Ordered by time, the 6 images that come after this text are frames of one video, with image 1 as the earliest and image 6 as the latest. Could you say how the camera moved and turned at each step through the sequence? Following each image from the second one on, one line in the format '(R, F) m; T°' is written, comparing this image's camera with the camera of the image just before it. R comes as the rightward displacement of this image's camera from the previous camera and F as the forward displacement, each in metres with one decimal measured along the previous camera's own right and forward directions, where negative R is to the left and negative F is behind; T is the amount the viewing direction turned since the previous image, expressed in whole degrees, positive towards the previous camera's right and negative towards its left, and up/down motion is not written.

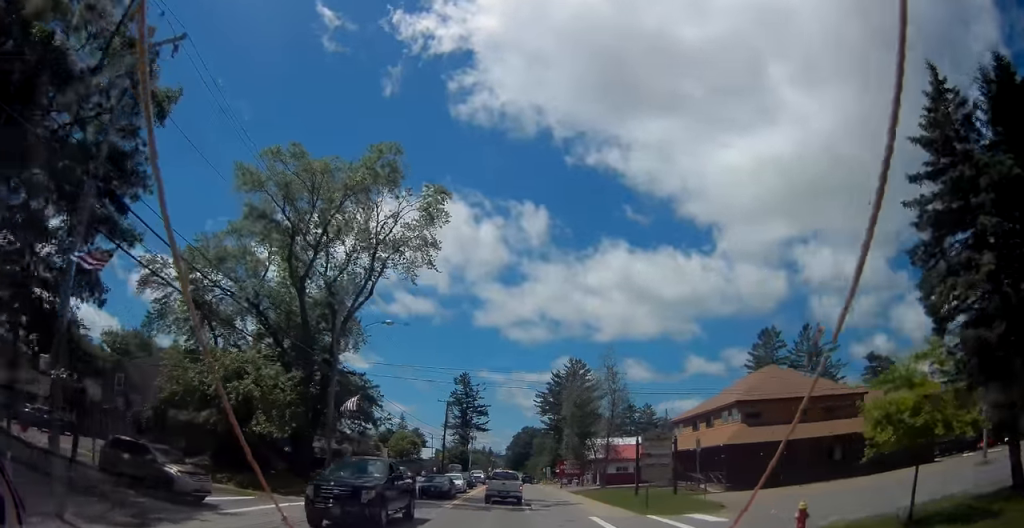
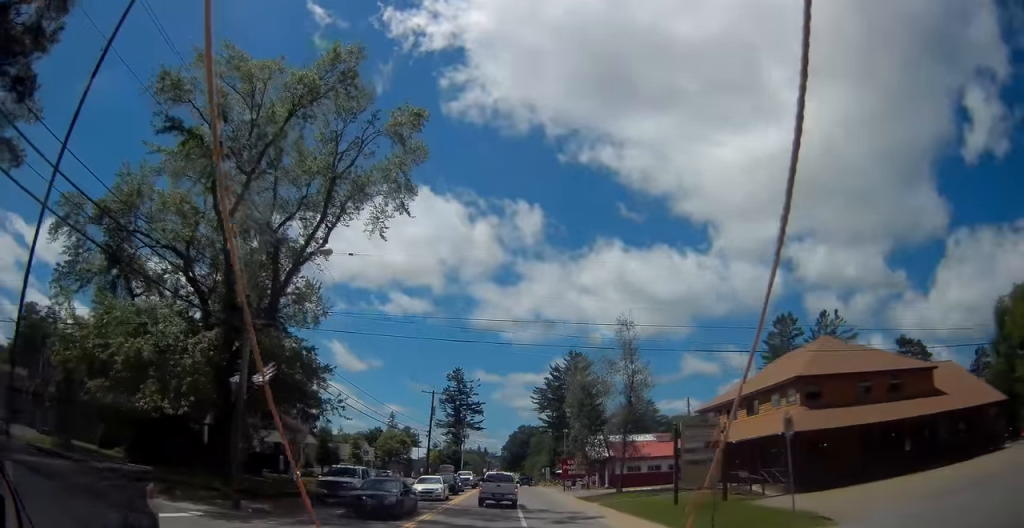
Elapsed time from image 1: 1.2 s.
(+0.2, +9.7) m; 0°
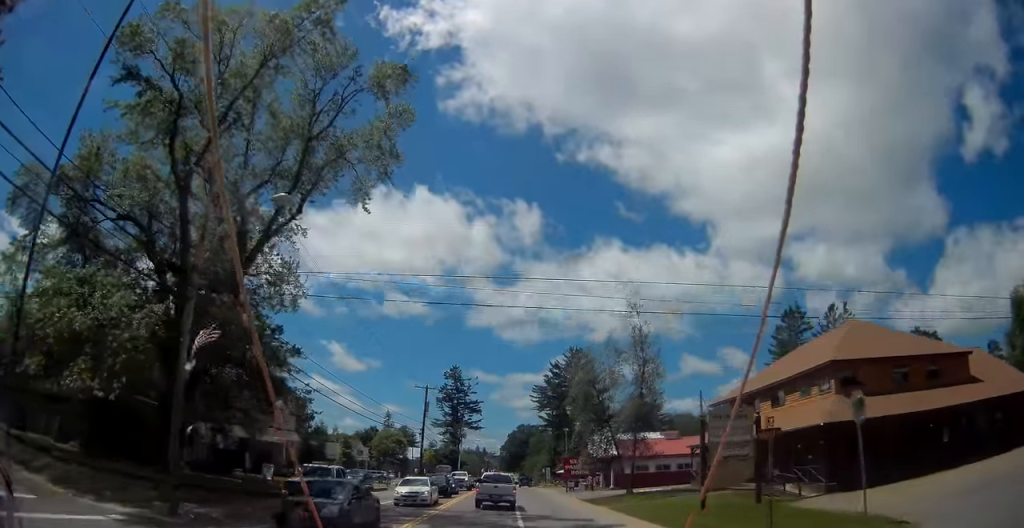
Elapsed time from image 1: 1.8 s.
(-0.1, +4.0) m; -1°
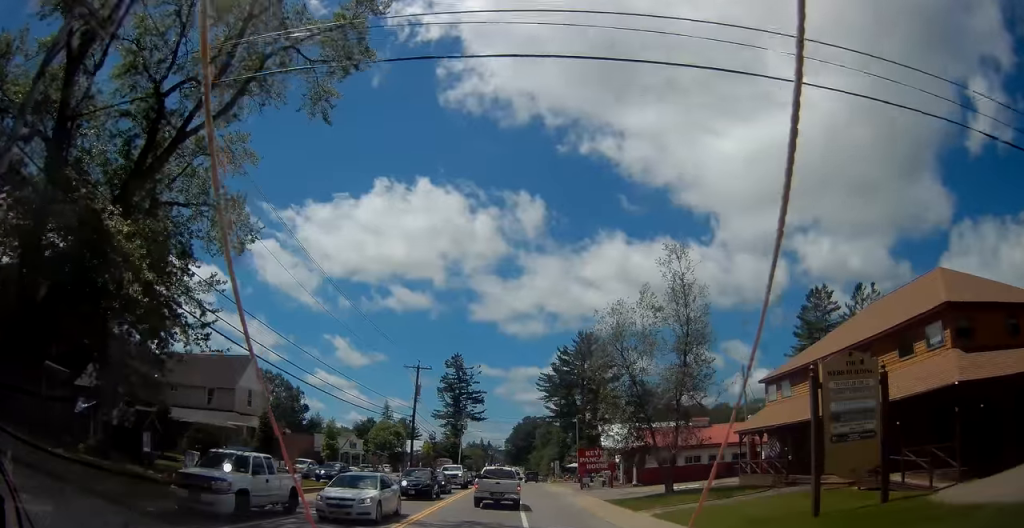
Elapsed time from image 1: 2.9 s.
(-0.2, +8.4) m; 0°
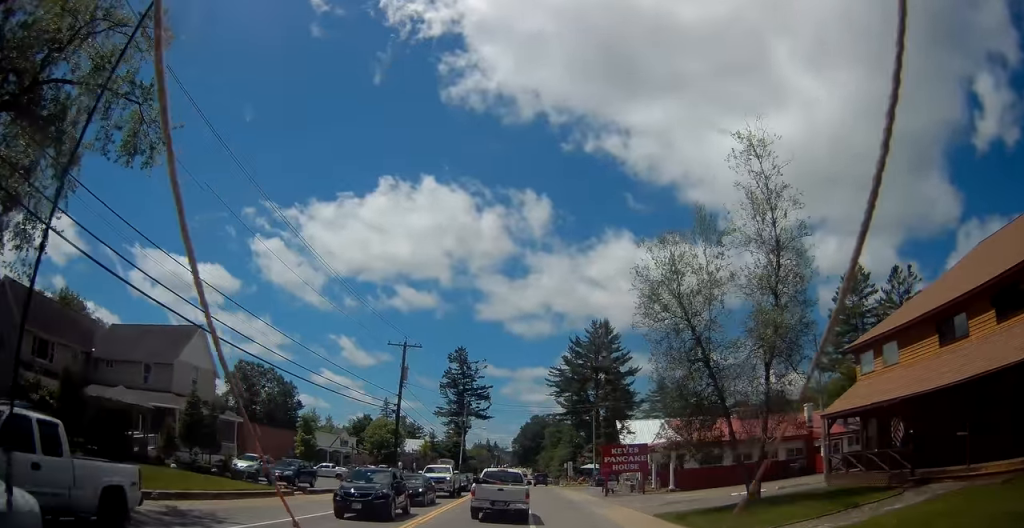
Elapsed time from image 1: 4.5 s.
(+0.2, +10.2) m; 0°
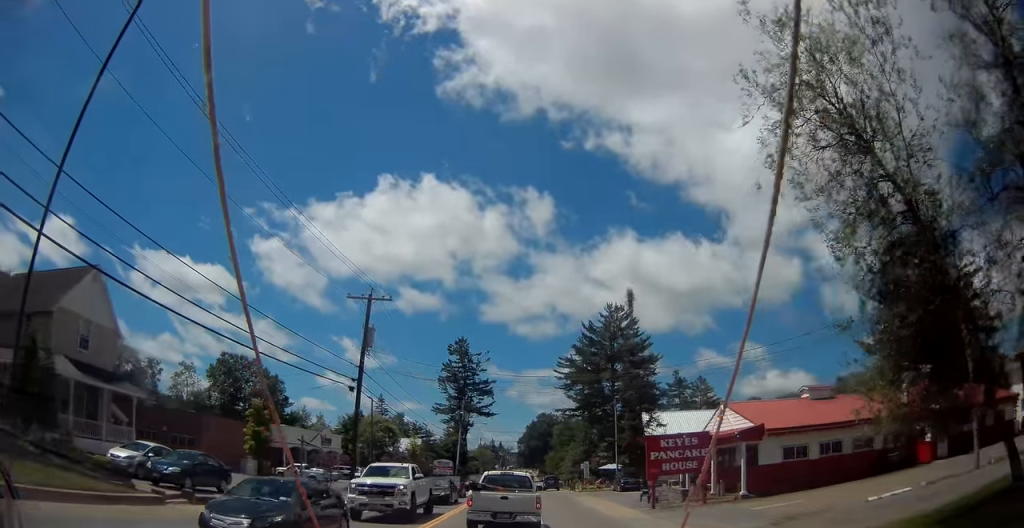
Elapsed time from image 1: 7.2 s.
(-0.4, +11.8) m; -5°
